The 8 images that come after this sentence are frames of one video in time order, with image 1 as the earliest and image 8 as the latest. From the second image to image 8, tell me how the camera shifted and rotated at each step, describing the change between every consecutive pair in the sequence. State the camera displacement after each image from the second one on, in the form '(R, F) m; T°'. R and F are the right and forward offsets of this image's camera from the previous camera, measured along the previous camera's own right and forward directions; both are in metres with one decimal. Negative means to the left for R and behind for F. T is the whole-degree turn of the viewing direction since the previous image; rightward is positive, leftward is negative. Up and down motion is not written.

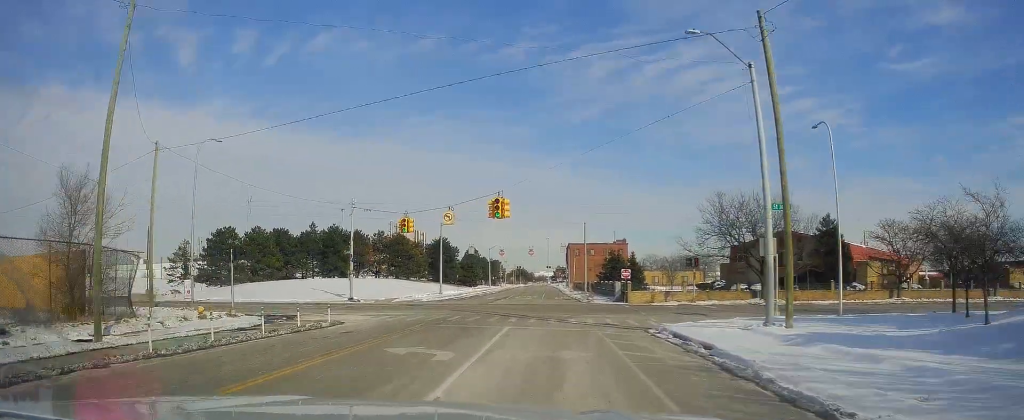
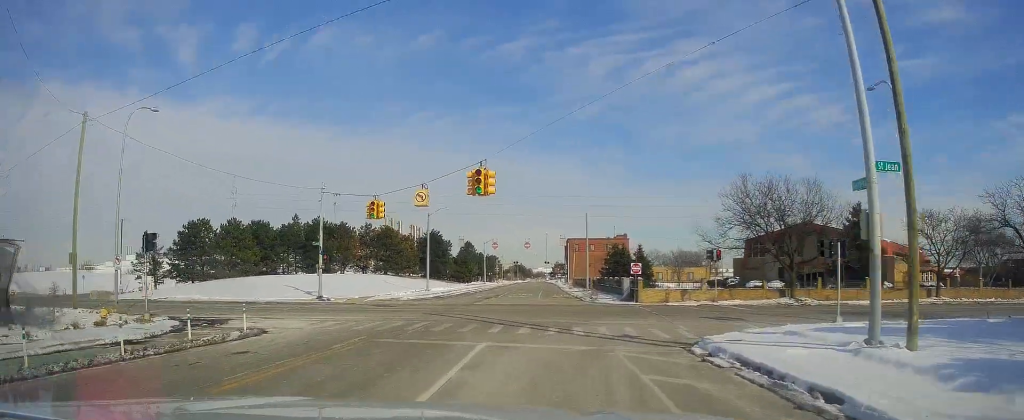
(-0.4, +7.9) m; +1°
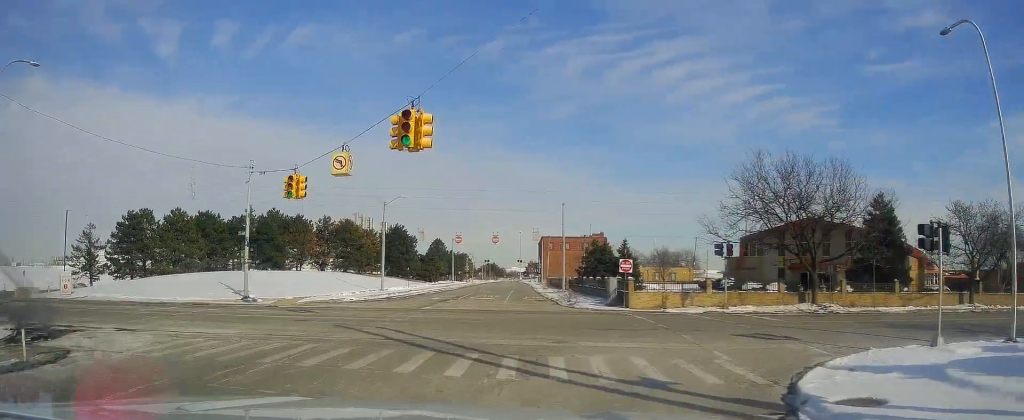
(+0.8, +9.9) m; +2°
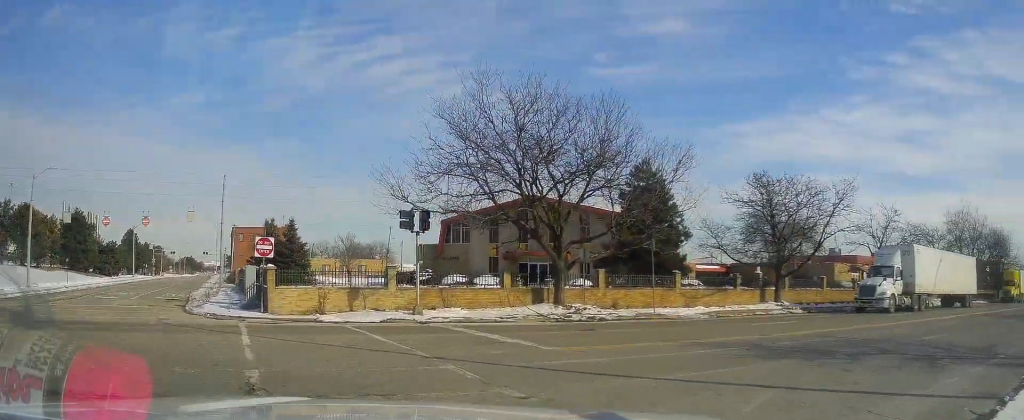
(+0.9, +15.1) m; +19°
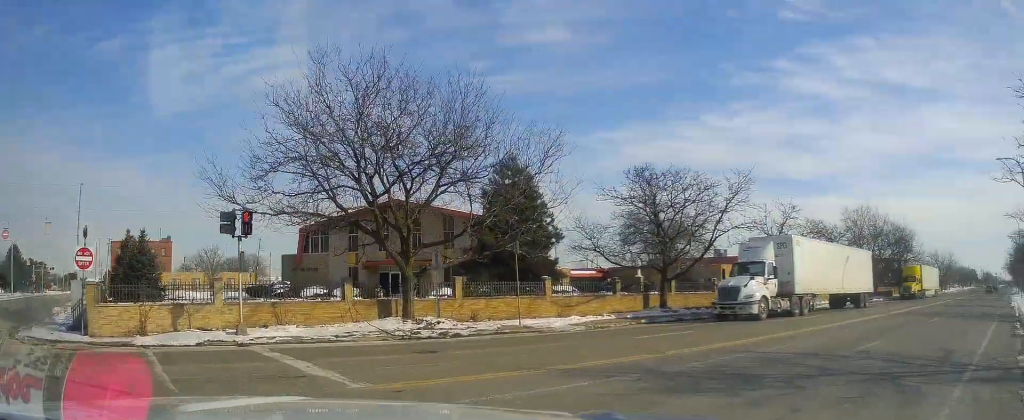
(0.0, +3.8) m; +12°
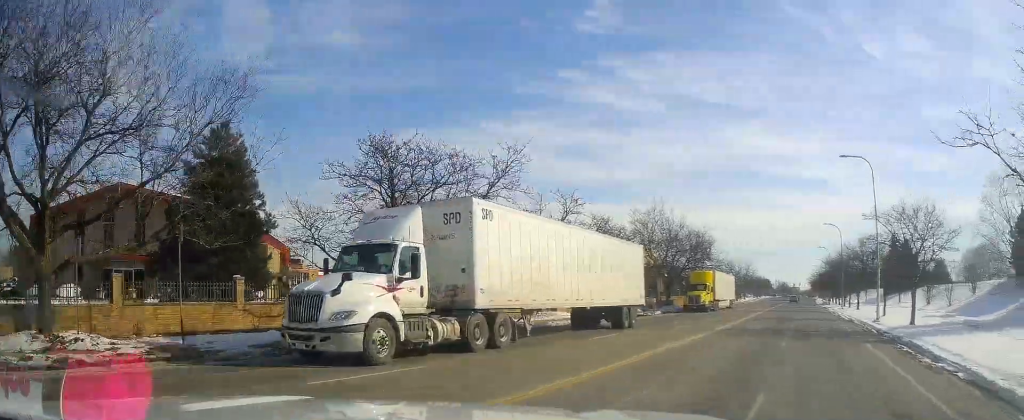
(+1.7, +6.8) m; +27°
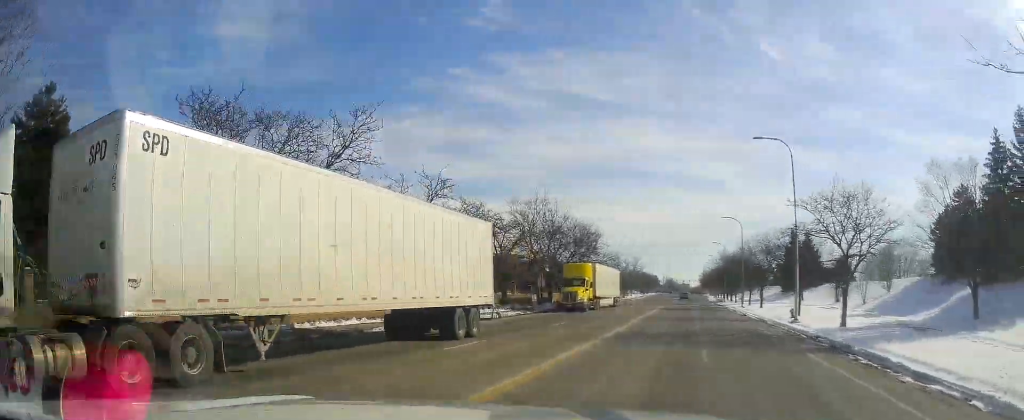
(+0.9, +4.5) m; +9°
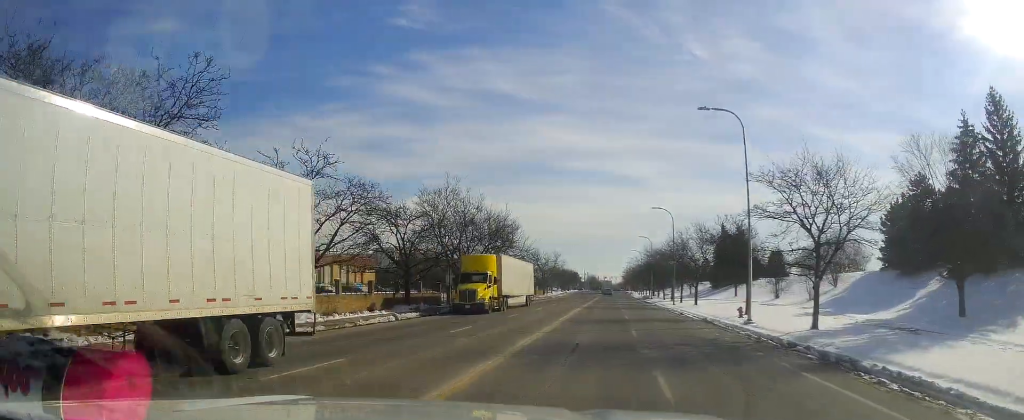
(+0.4, +4.7) m; +8°
